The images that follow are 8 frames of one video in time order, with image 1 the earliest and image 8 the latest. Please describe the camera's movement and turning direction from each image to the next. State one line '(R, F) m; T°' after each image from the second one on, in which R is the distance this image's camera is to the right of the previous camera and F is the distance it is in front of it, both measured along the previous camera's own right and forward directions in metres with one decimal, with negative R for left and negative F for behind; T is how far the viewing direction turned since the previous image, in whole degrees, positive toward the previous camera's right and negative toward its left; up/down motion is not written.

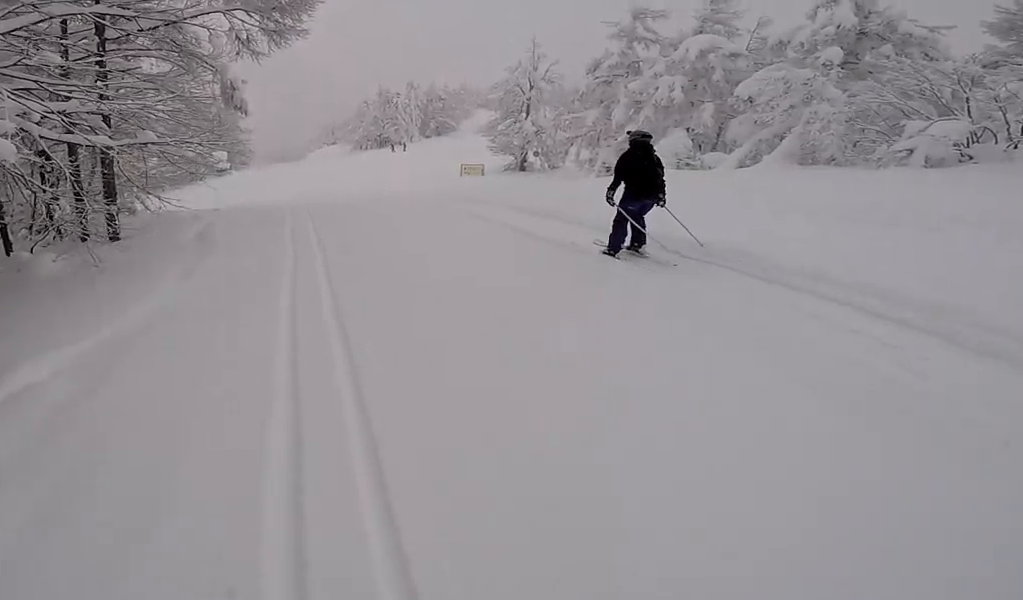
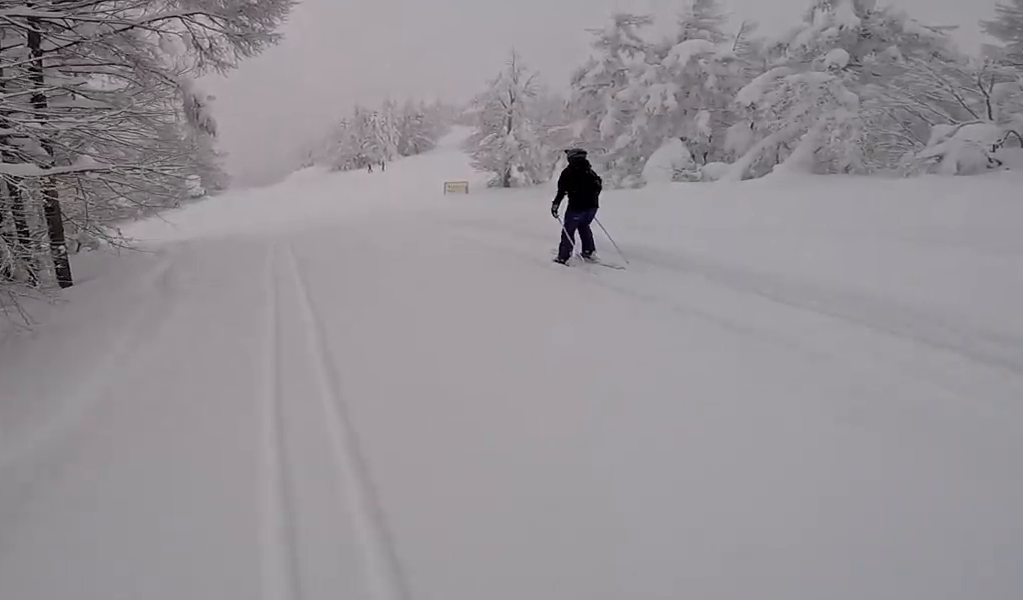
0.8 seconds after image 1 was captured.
(0.0, +1.7) m; 0°
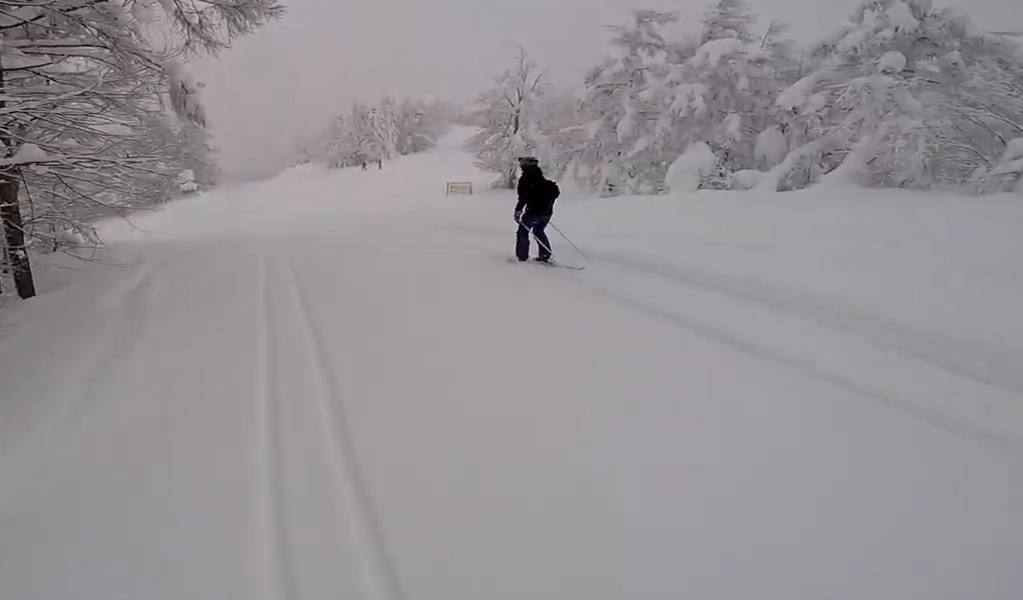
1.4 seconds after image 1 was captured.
(0.0, +1.6) m; 0°
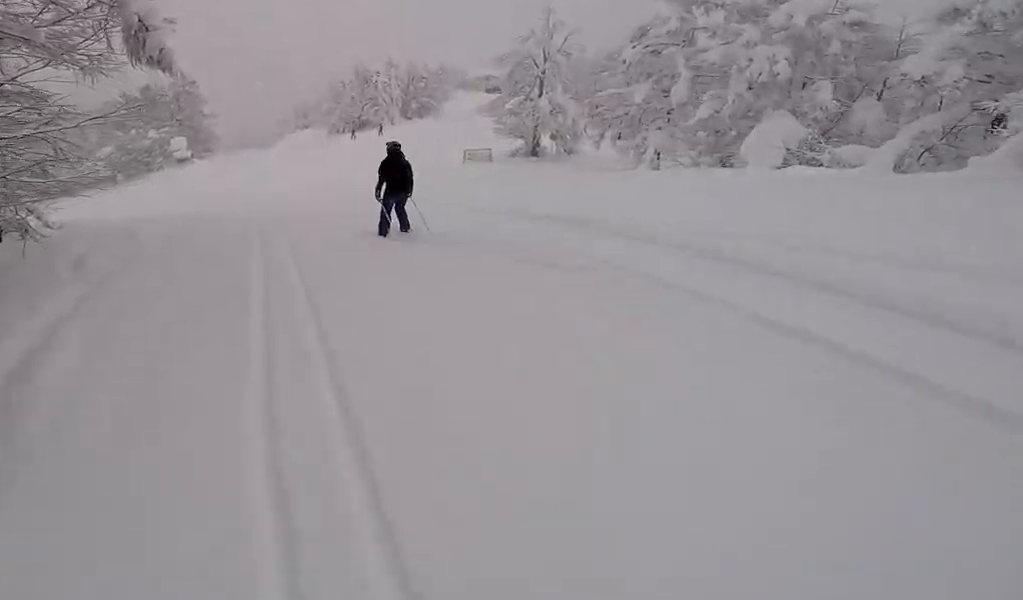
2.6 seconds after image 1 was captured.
(0.0, +3.6) m; 0°
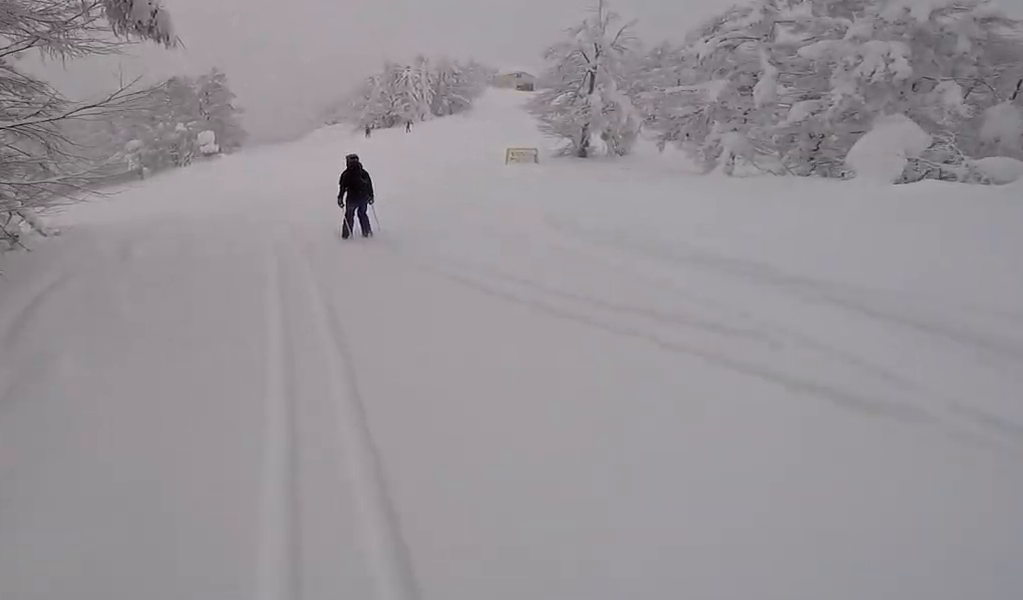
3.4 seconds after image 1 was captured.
(0.0, +2.7) m; 0°
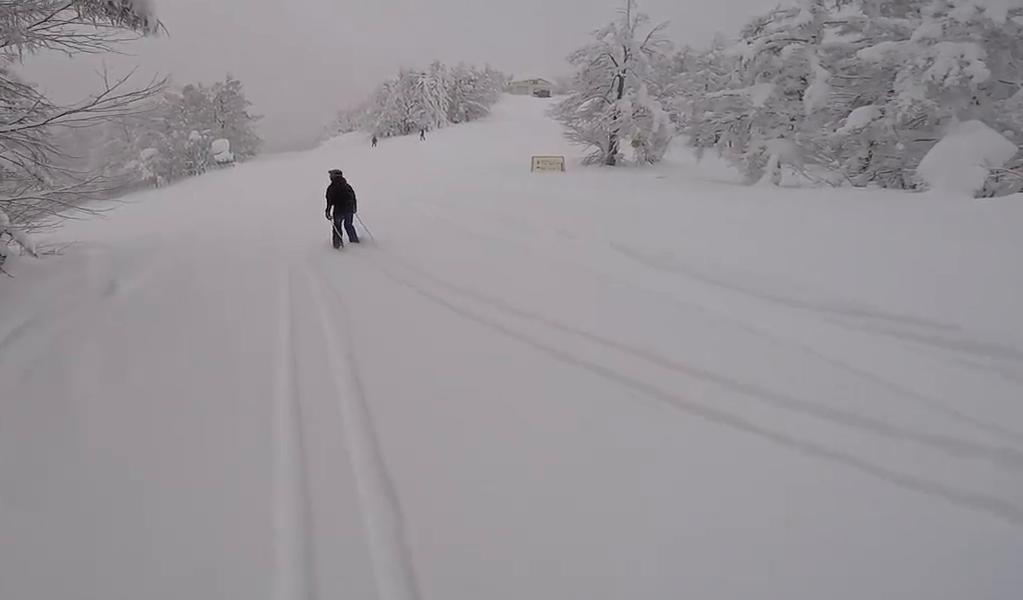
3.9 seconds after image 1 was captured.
(0.0, +1.7) m; 0°
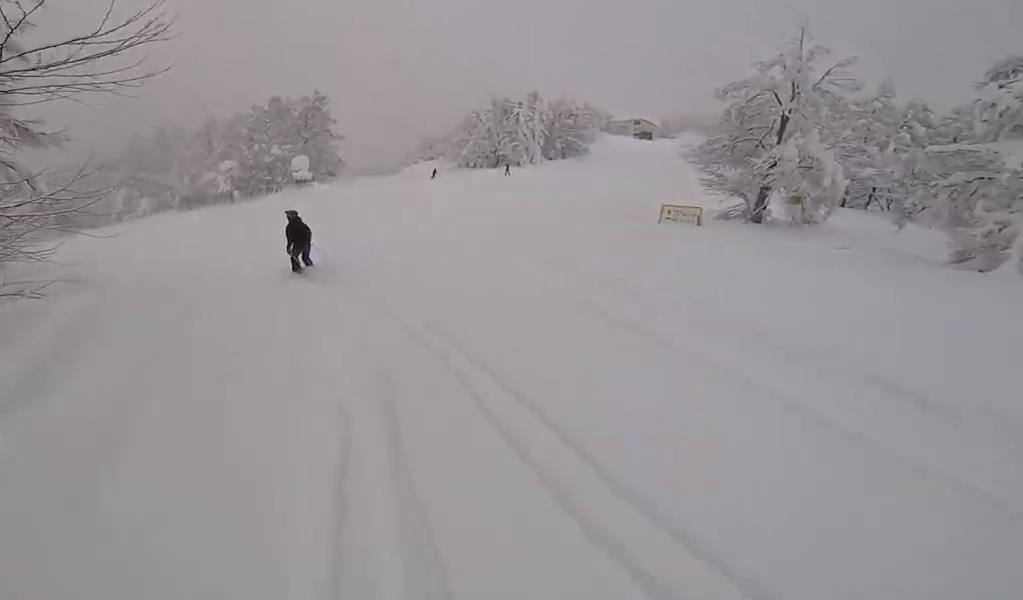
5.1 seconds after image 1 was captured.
(0.0, +5.1) m; -1°
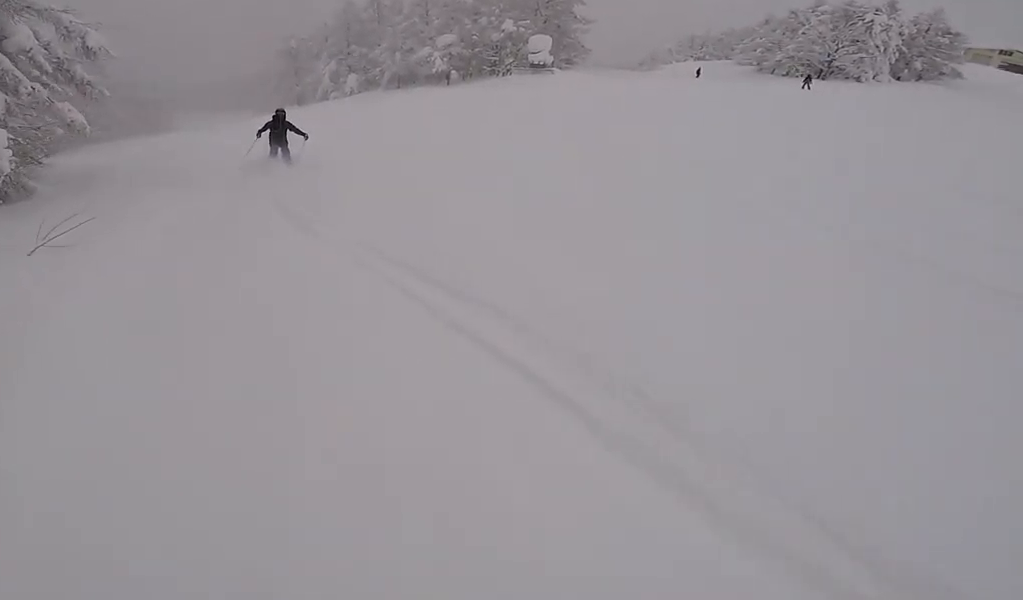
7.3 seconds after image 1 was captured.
(-2.3, +10.8) m; -28°
